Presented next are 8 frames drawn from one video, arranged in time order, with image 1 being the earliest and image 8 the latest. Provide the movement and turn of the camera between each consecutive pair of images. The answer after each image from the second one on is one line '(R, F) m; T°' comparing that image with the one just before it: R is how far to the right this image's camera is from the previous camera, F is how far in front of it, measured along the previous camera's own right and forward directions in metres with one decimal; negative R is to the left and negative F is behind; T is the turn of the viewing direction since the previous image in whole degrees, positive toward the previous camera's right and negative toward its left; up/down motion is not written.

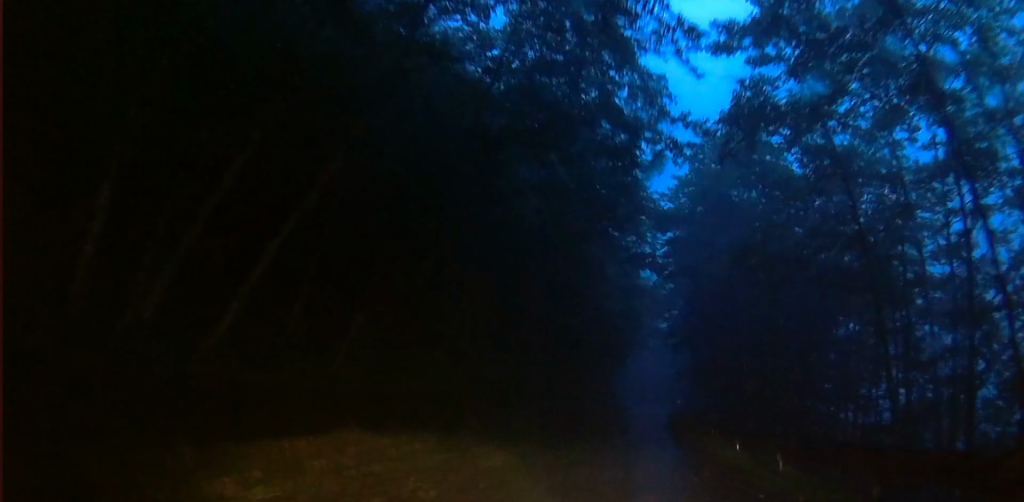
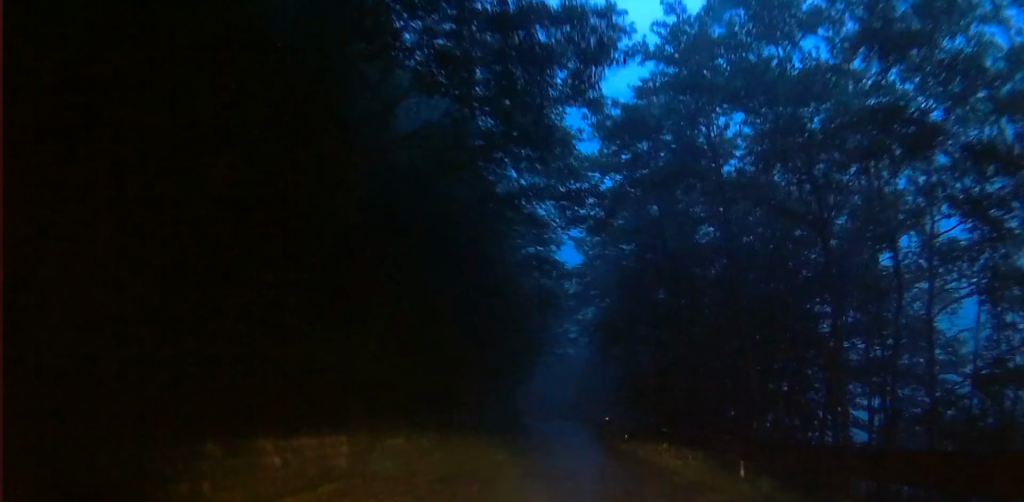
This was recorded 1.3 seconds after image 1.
(+0.9, +9.6) m; +9°
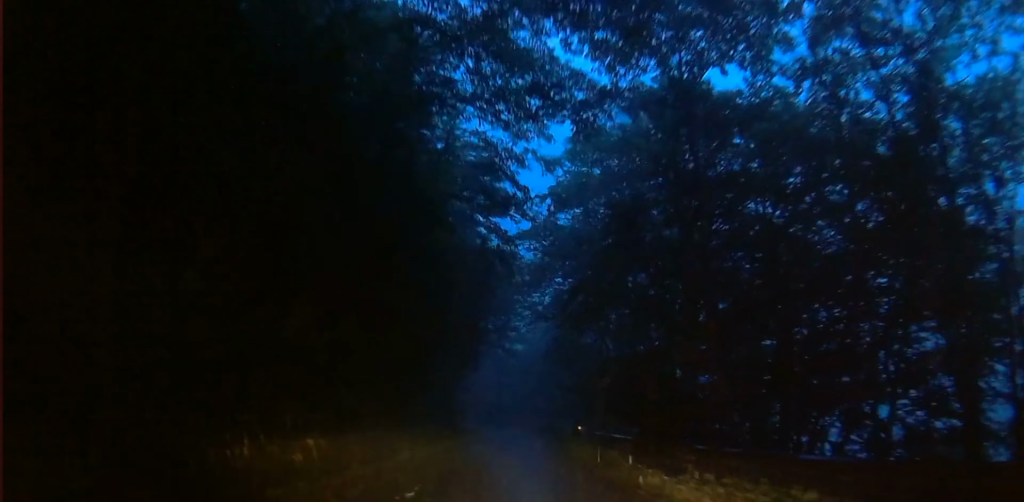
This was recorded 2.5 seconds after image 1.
(+0.5, +9.2) m; +3°
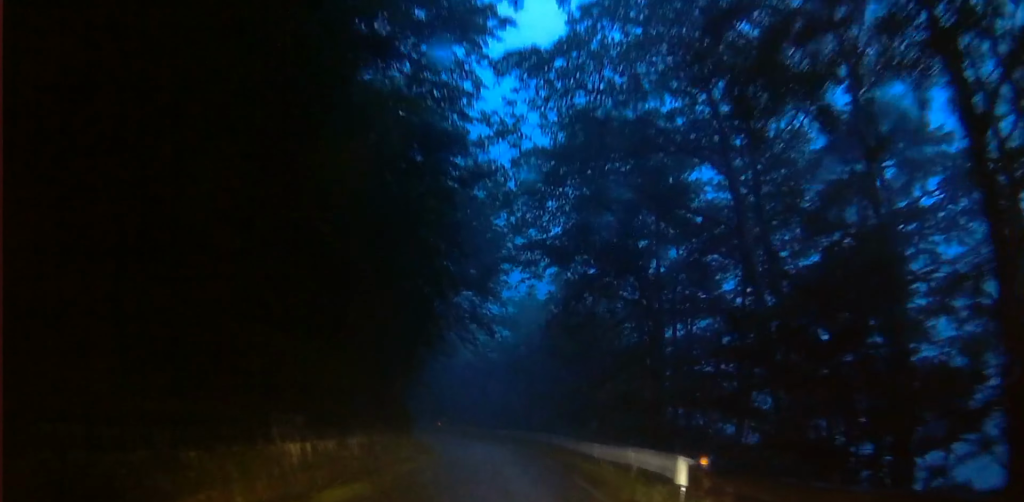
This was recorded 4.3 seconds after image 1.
(-0.1, +14.0) m; -6°
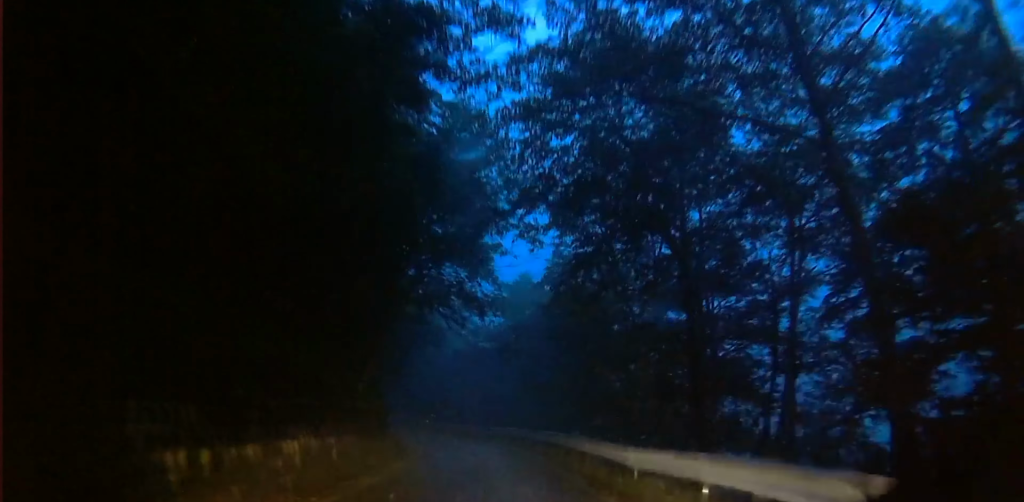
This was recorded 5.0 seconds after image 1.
(-0.4, +4.7) m; +1°
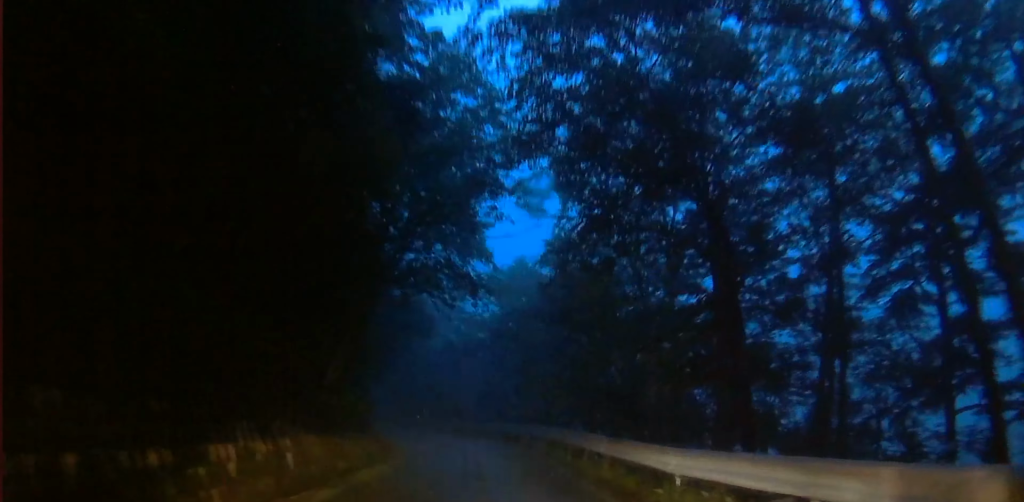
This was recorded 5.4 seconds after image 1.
(-0.4, +3.0) m; +1°
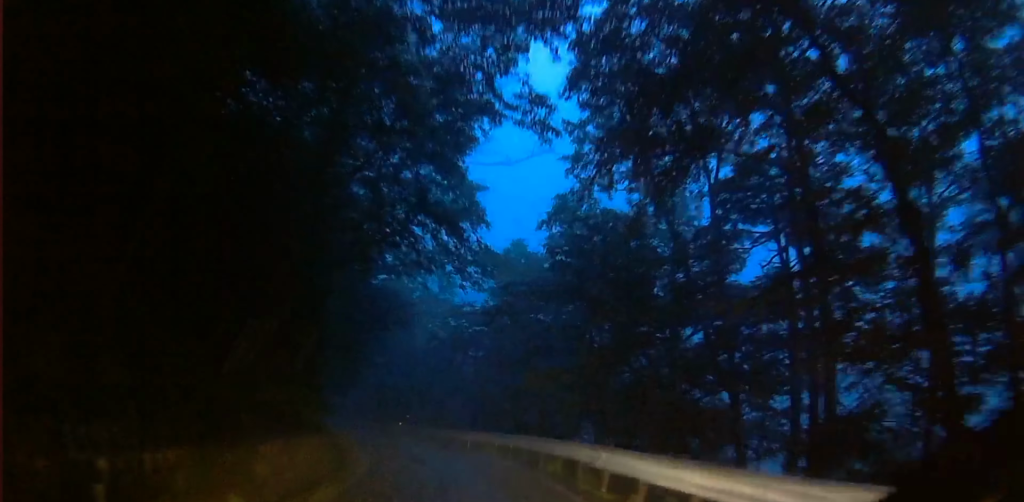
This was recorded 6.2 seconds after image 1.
(+0.8, +5.9) m; +6°
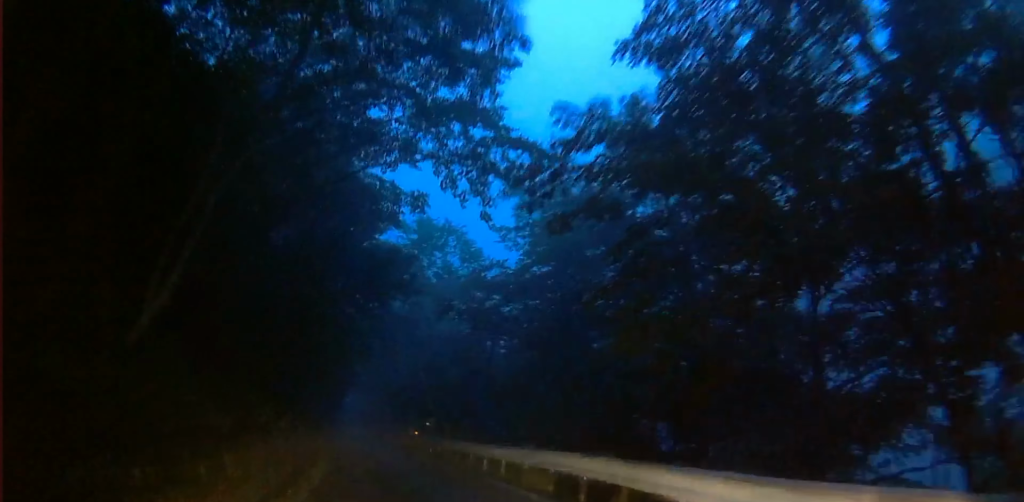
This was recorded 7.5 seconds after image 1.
(+0.3, +9.6) m; +2°
